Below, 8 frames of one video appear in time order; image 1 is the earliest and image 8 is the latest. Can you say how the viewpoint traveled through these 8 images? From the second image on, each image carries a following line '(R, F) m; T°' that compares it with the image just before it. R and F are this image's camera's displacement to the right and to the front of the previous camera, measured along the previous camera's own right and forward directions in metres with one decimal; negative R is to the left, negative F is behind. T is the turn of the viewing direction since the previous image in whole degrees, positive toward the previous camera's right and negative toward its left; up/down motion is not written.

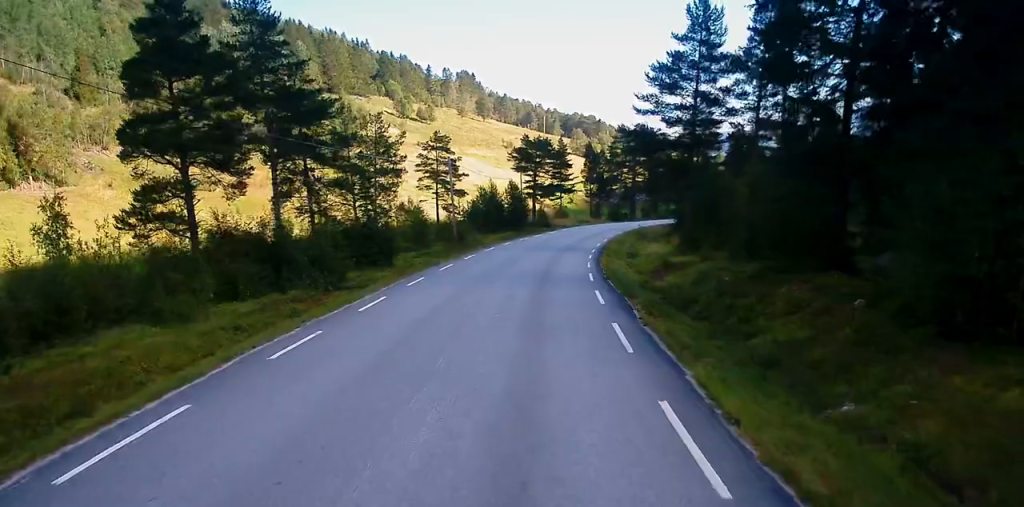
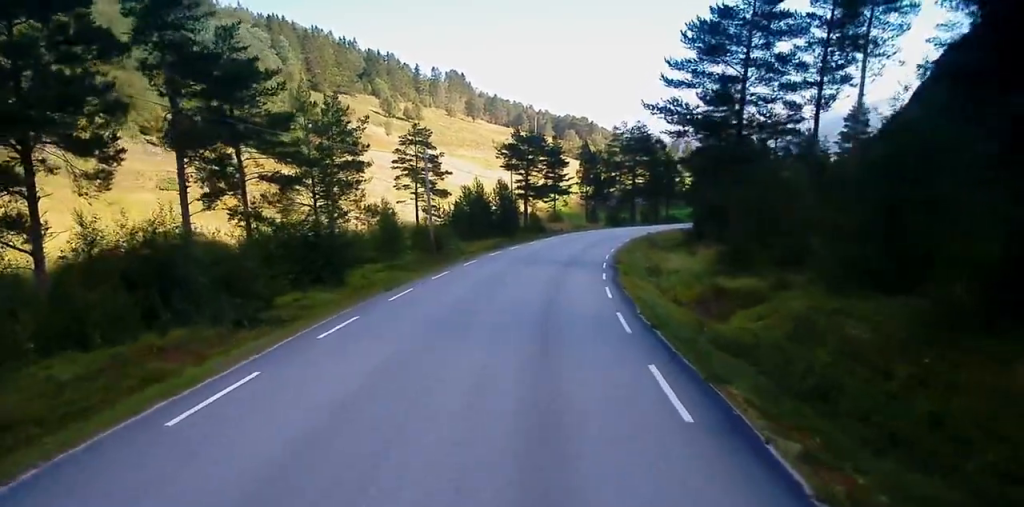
(+0.1, +10.0) m; +2°
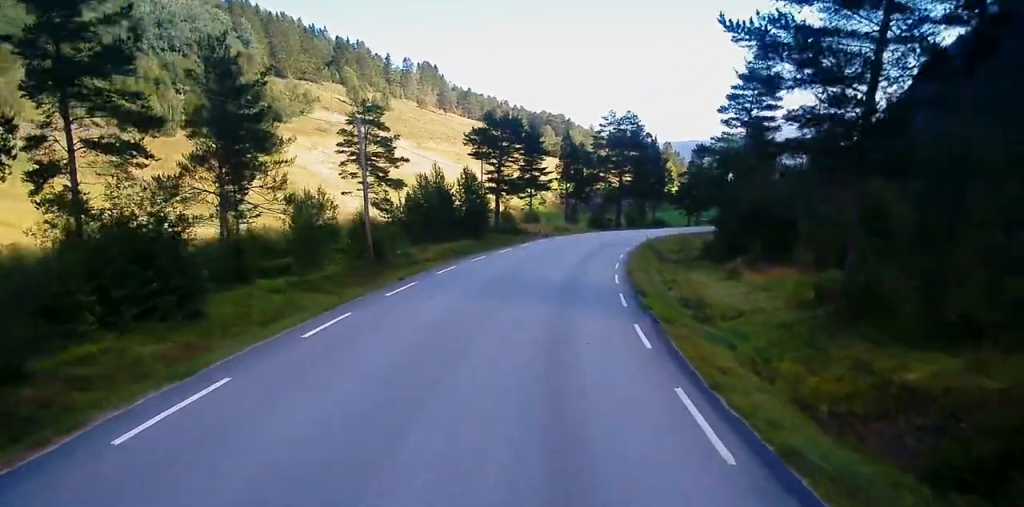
(+0.4, +13.3) m; +2°
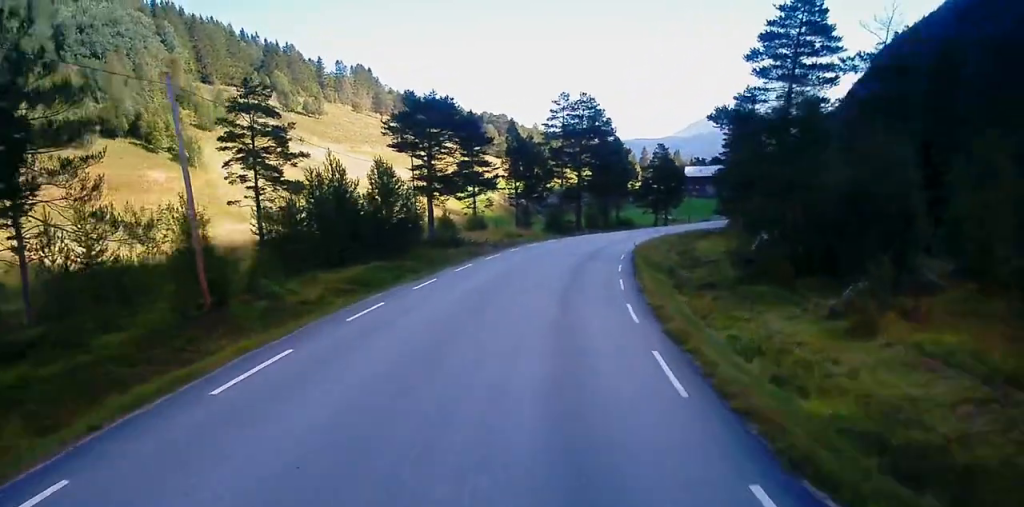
(+0.1, +15.6) m; +1°
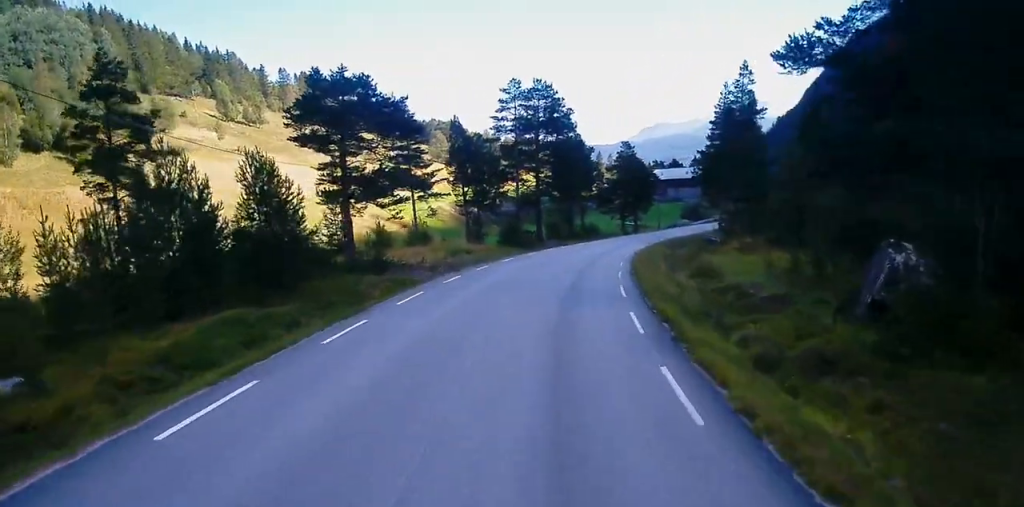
(+0.2, +13.3) m; +2°
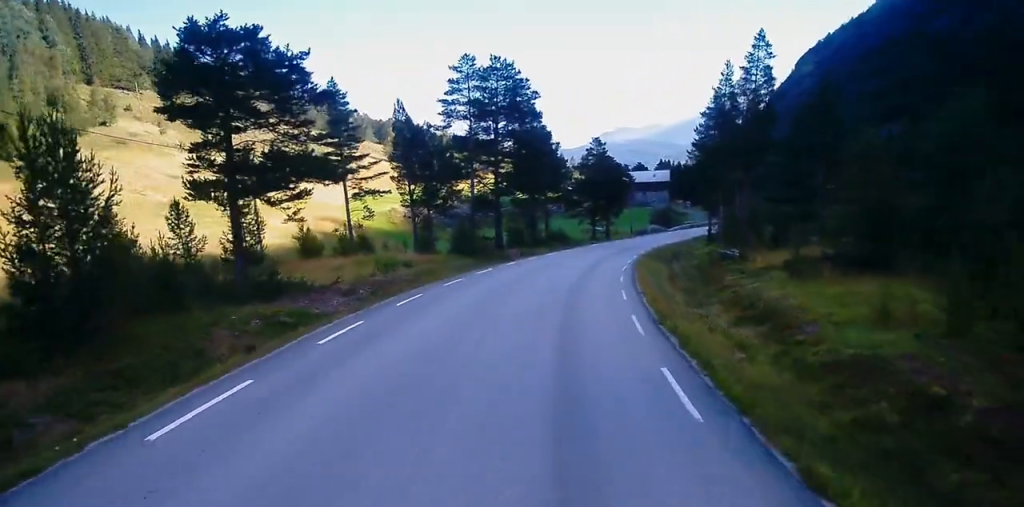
(+0.3, +11.8) m; +3°
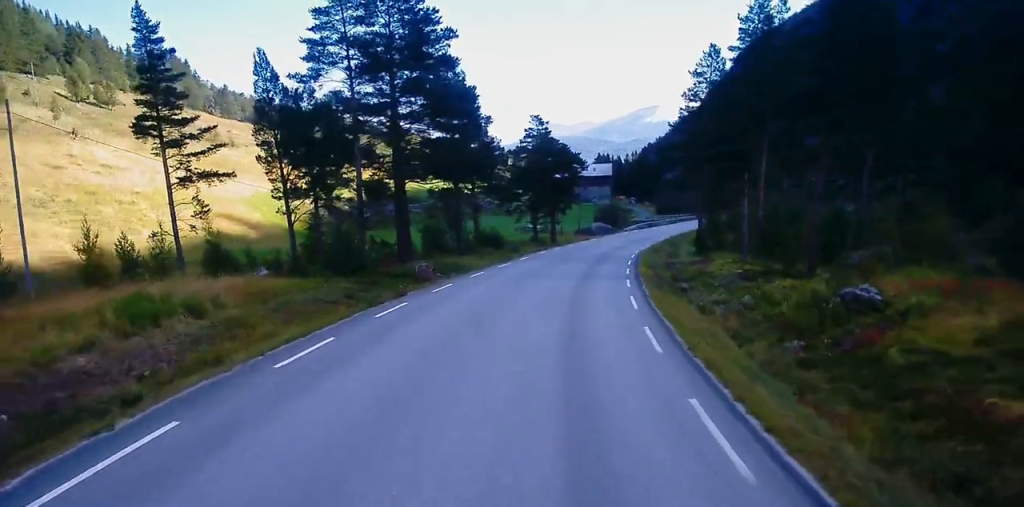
(+1.2, +19.8) m; +7°
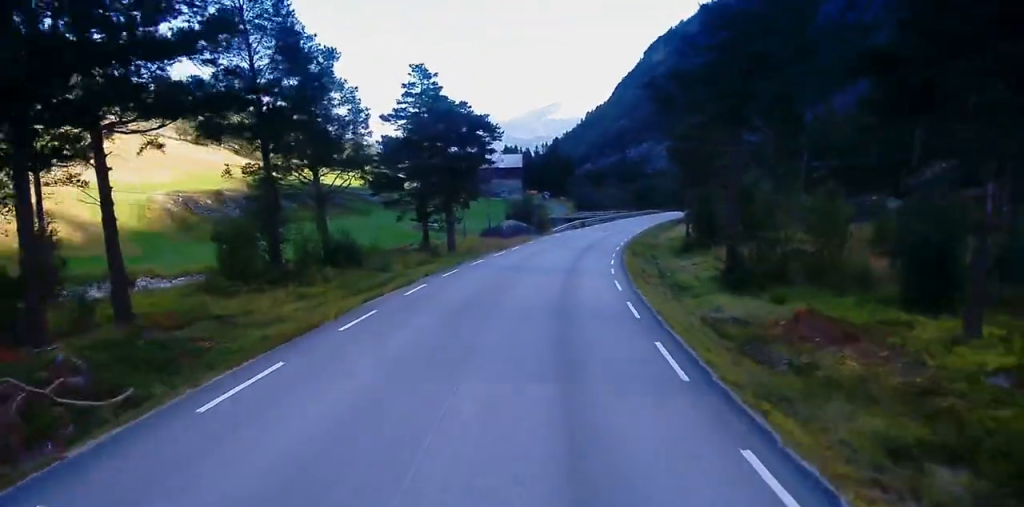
(+1.4, +26.4) m; +4°
